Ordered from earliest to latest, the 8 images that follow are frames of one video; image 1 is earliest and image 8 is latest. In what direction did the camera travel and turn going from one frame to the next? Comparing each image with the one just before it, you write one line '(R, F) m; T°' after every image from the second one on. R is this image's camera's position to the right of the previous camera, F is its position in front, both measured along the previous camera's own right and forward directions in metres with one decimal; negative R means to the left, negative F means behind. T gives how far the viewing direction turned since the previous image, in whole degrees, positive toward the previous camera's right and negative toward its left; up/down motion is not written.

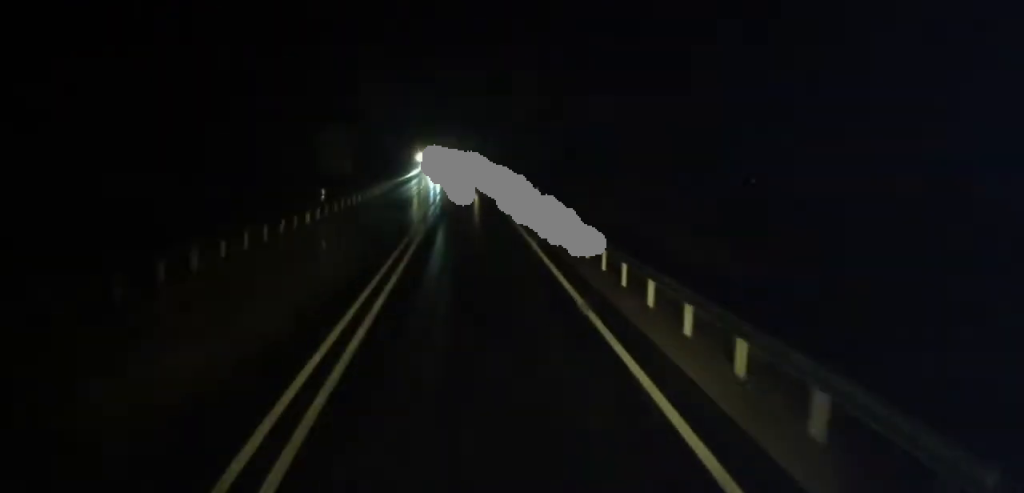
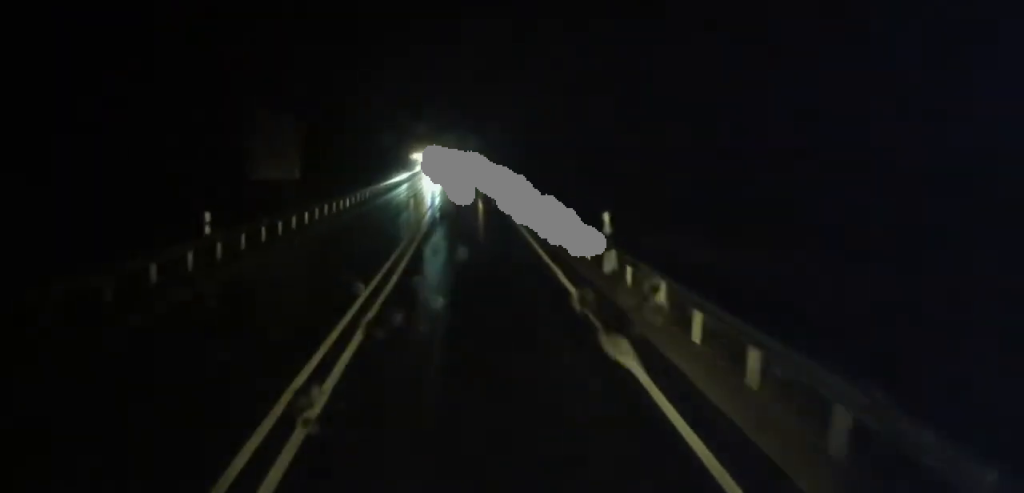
(0.0, +14.3) m; 0°
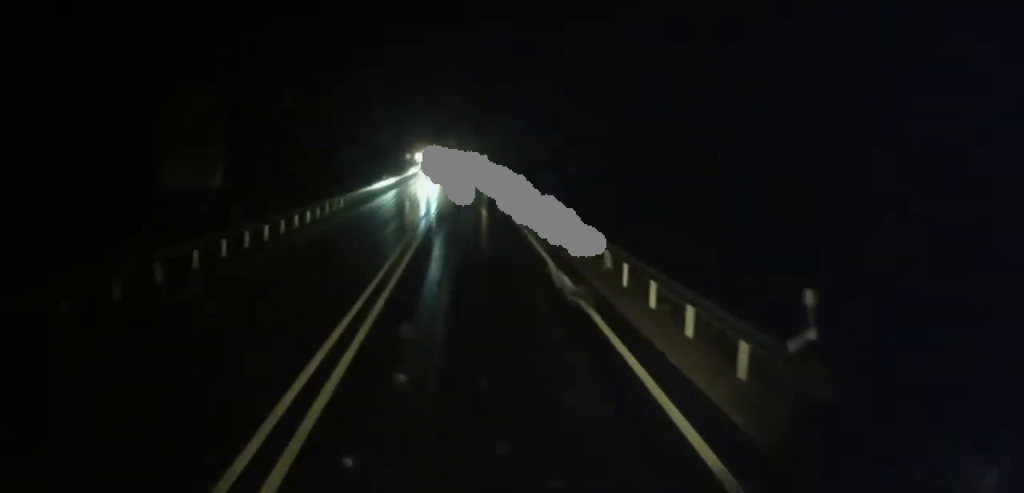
(0.0, +9.7) m; 0°
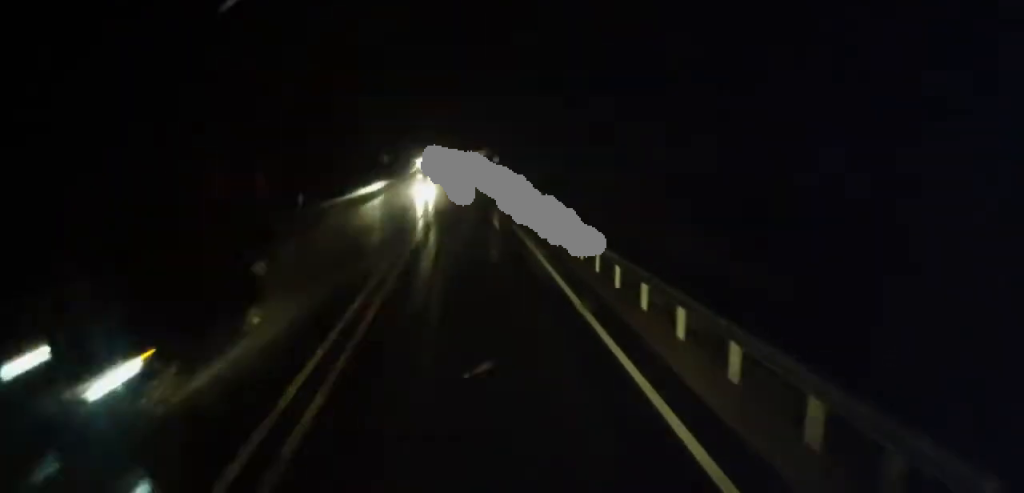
(0.0, +28.7) m; 0°
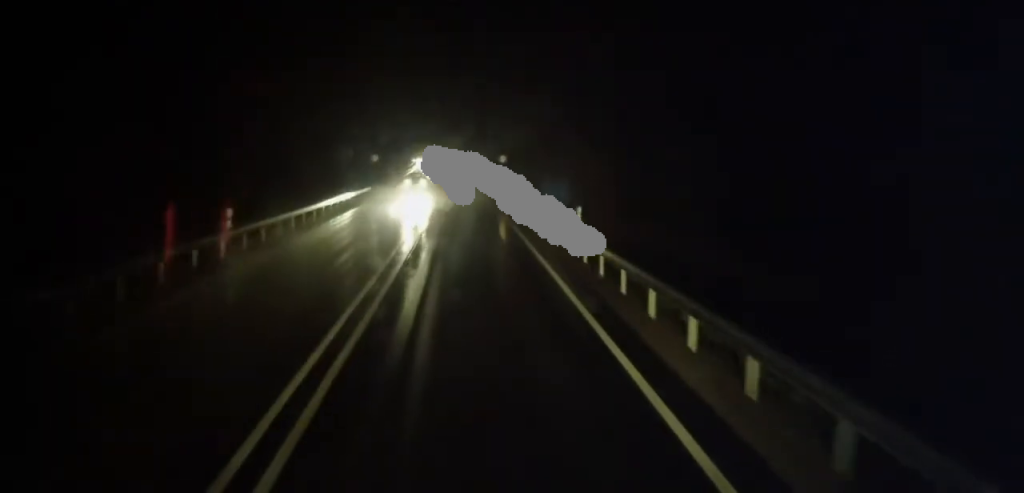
(0.0, +8.5) m; 0°
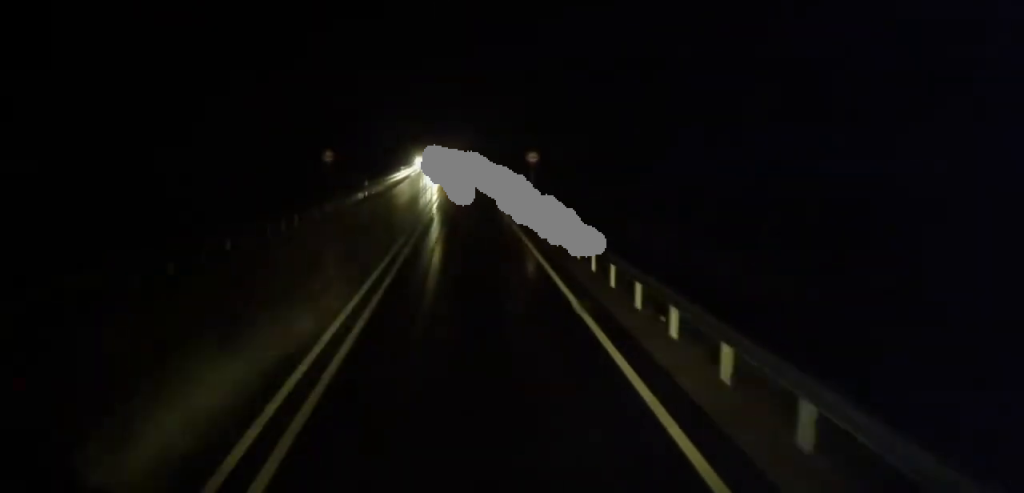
(-0.3, +21.0) m; -1°
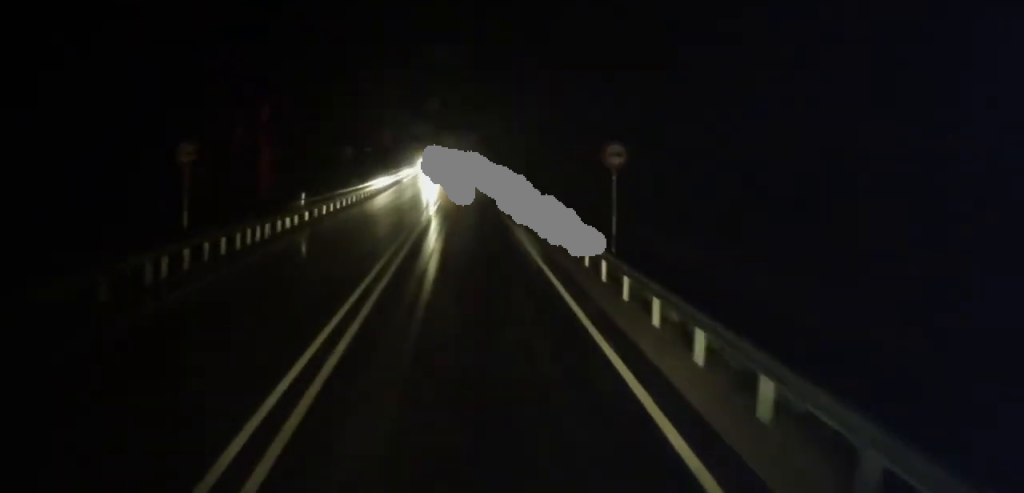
(-0.1, +18.9) m; 0°
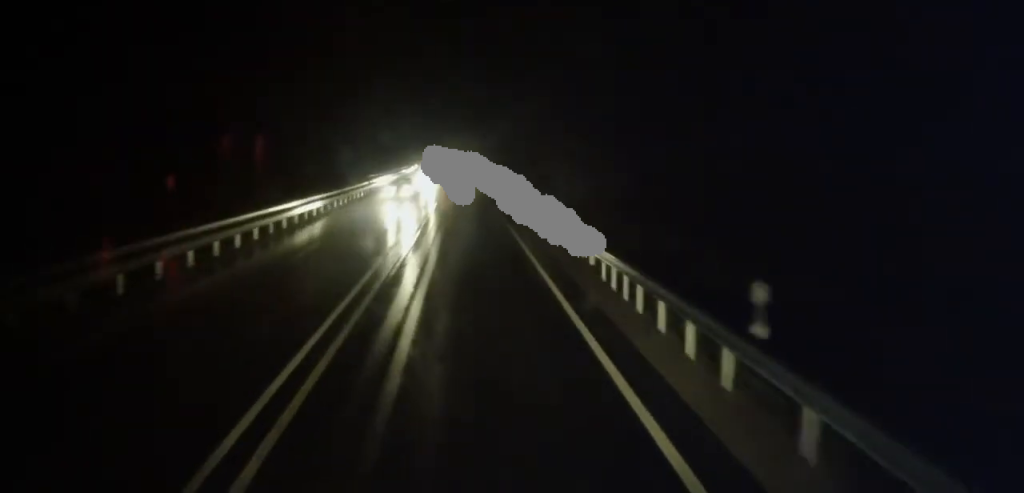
(0.0, +20.7) m; -1°
